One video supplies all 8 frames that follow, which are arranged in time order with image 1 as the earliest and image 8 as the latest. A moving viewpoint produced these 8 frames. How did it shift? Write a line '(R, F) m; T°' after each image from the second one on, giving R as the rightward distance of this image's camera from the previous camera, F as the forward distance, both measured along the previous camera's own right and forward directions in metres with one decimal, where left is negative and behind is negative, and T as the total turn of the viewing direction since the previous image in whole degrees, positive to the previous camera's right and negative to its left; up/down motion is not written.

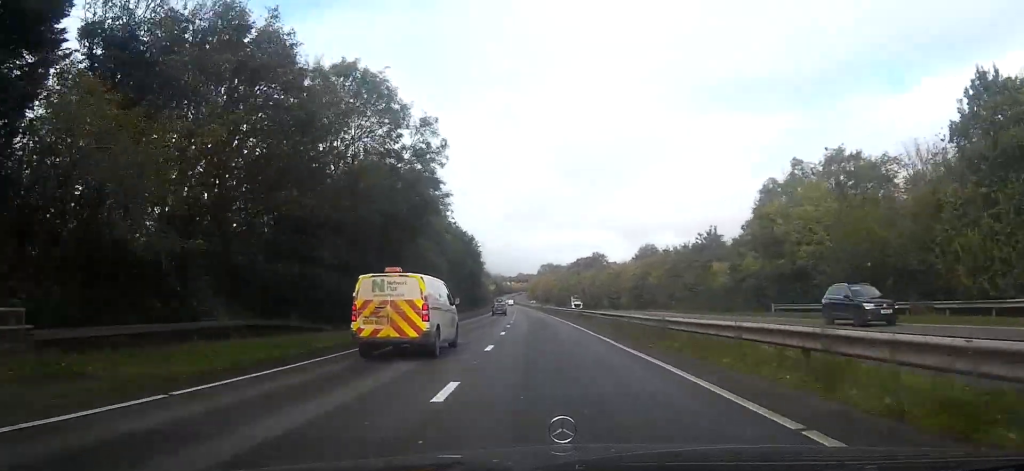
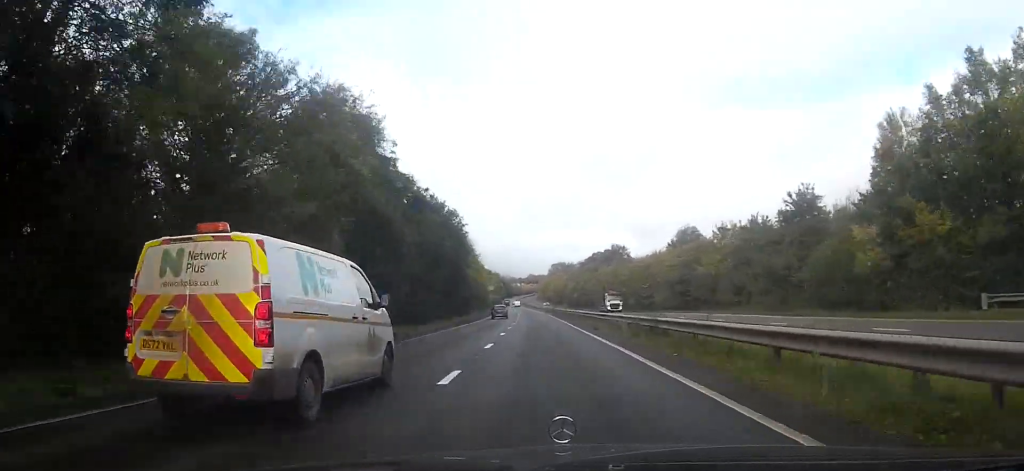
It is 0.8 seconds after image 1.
(-0.1, +24.1) m; 0°
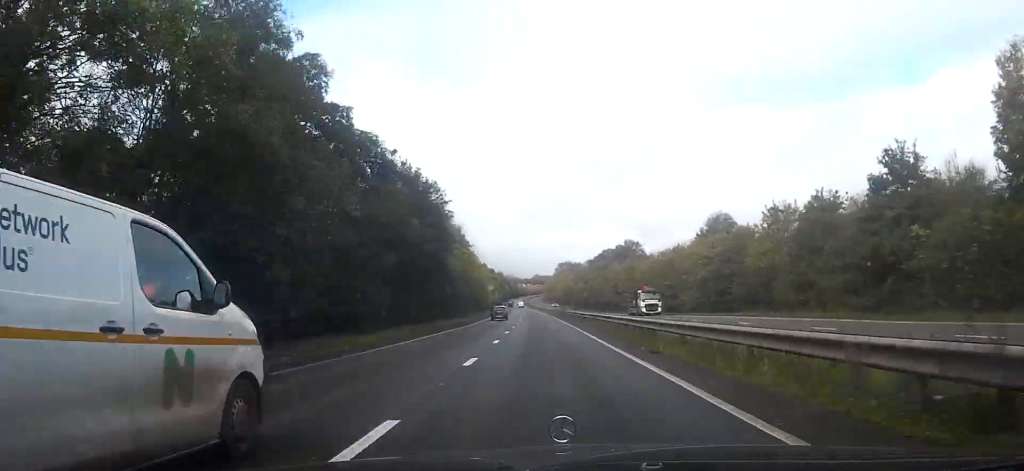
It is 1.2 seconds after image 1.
(0.0, +13.6) m; 0°
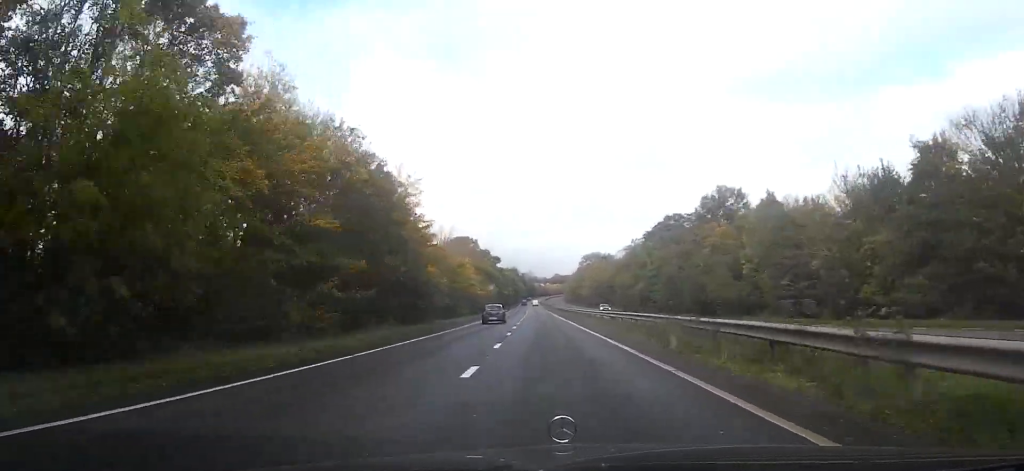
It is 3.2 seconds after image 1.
(-1.6, +62.6) m; -3°
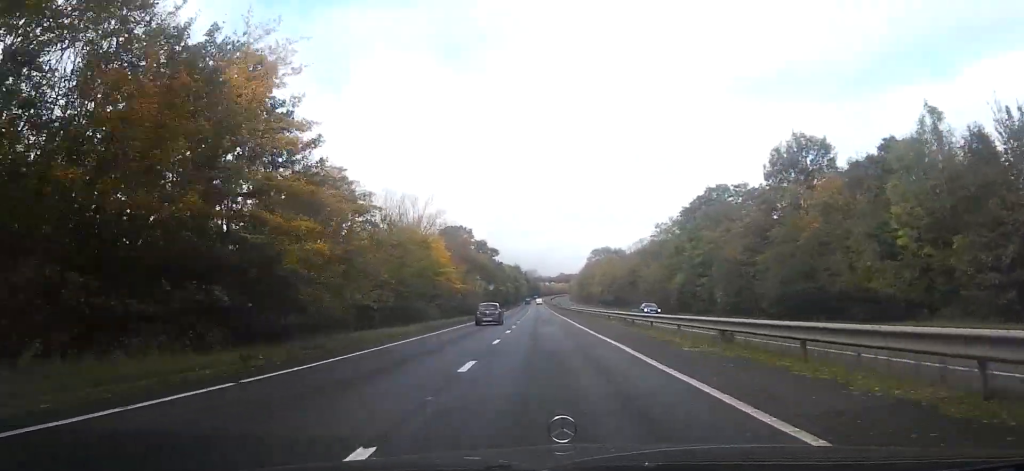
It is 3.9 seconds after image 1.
(-0.1, +24.5) m; 0°
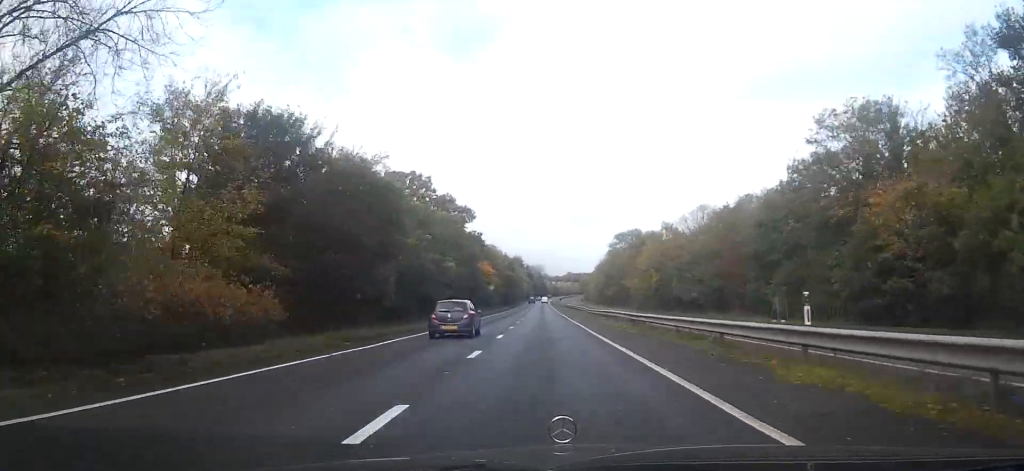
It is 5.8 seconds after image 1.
(0.0, +65.7) m; 0°
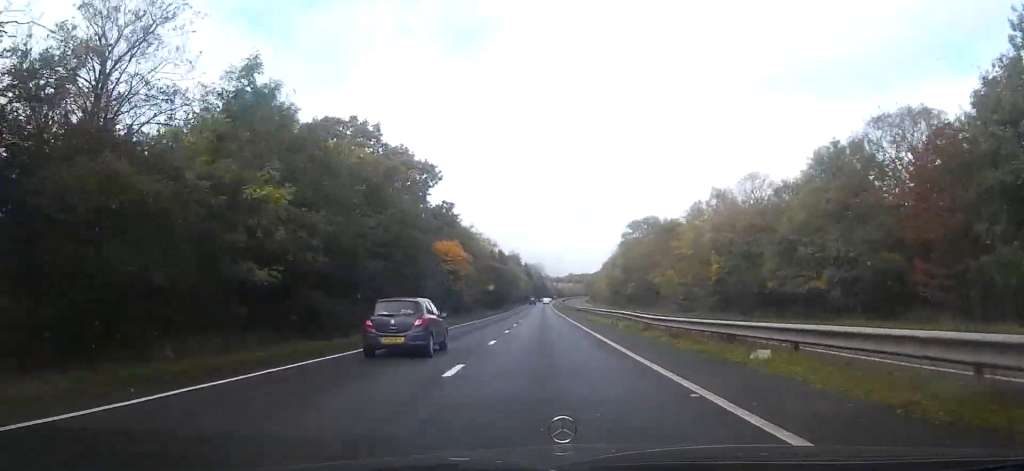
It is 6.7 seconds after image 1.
(0.0, +29.9) m; 0°
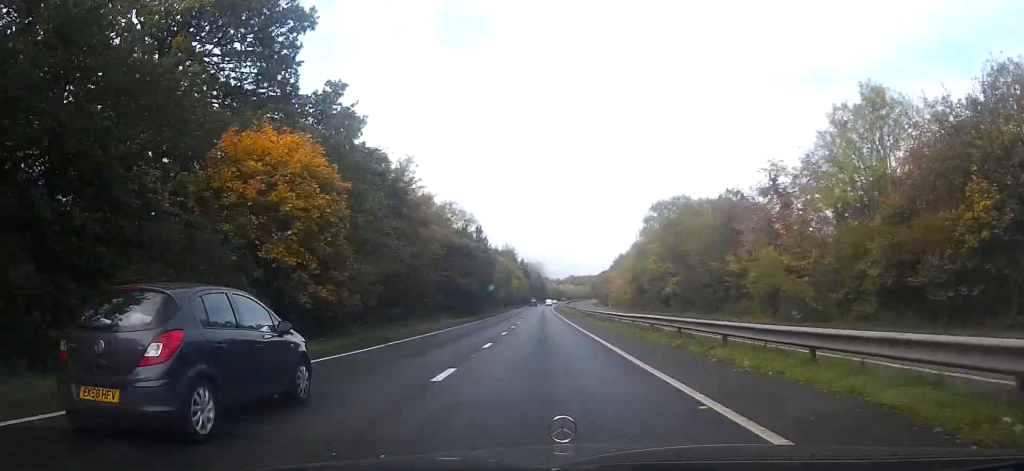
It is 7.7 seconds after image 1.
(0.0, +35.8) m; +1°
